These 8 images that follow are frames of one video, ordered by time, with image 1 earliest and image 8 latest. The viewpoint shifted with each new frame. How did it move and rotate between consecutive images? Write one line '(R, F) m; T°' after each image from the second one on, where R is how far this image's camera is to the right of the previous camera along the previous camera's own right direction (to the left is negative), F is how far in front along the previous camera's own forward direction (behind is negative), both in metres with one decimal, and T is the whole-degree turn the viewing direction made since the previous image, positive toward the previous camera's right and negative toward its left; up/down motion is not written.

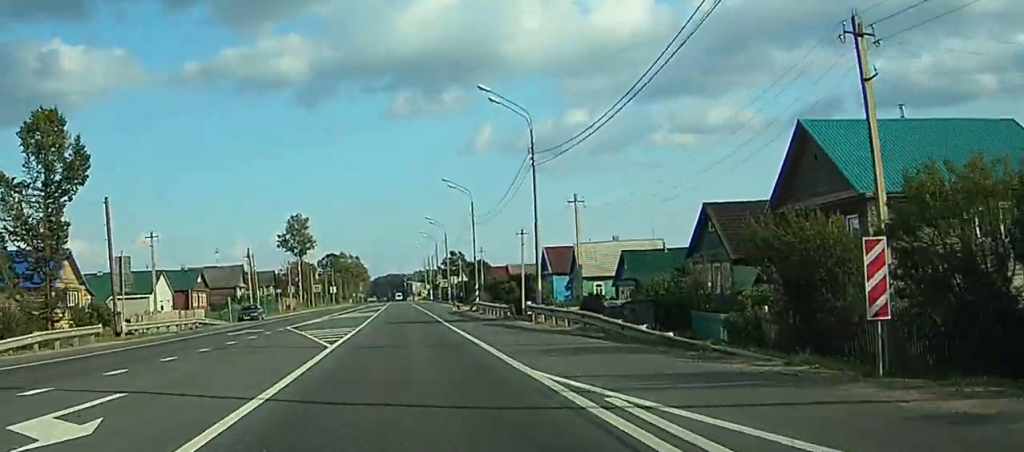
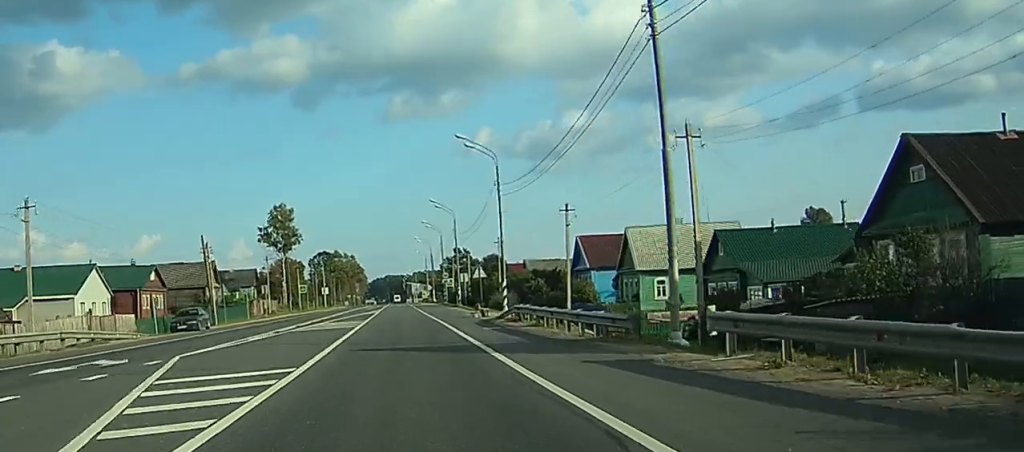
(0.0, +21.9) m; 0°
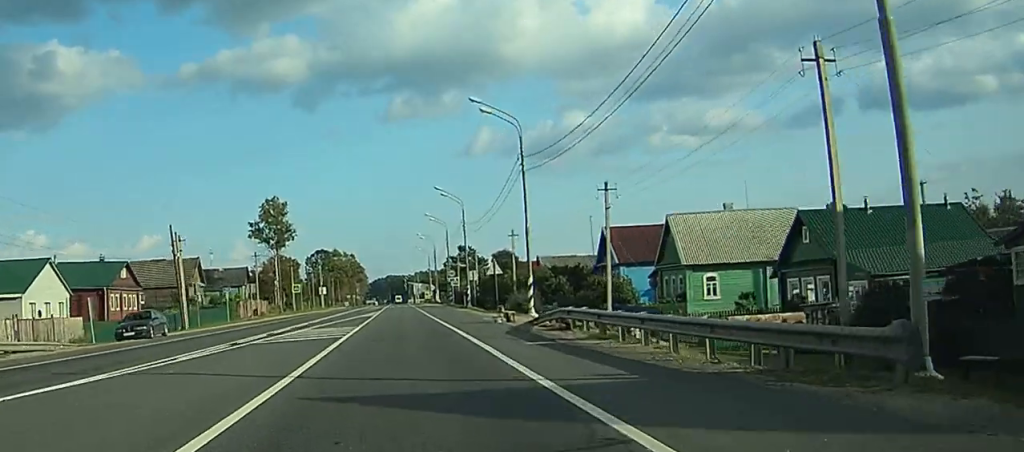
(0.0, +10.8) m; 0°
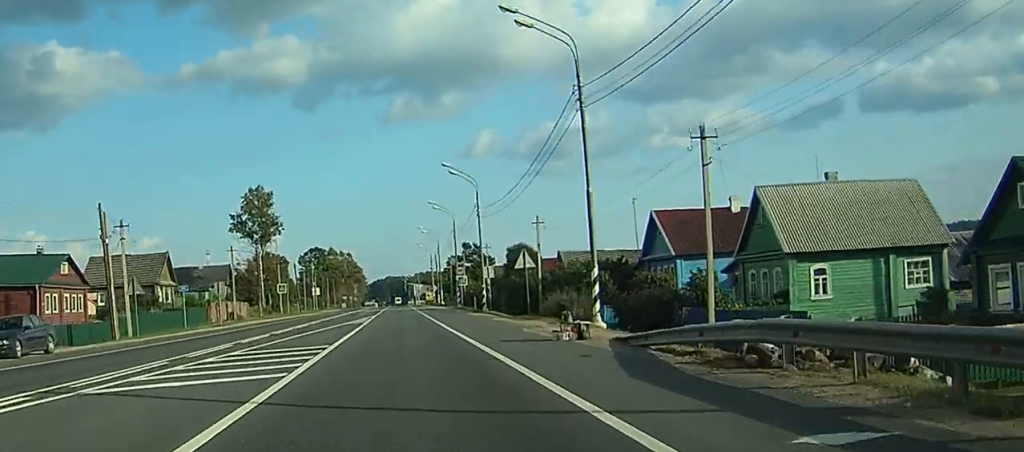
(0.0, +15.5) m; 0°
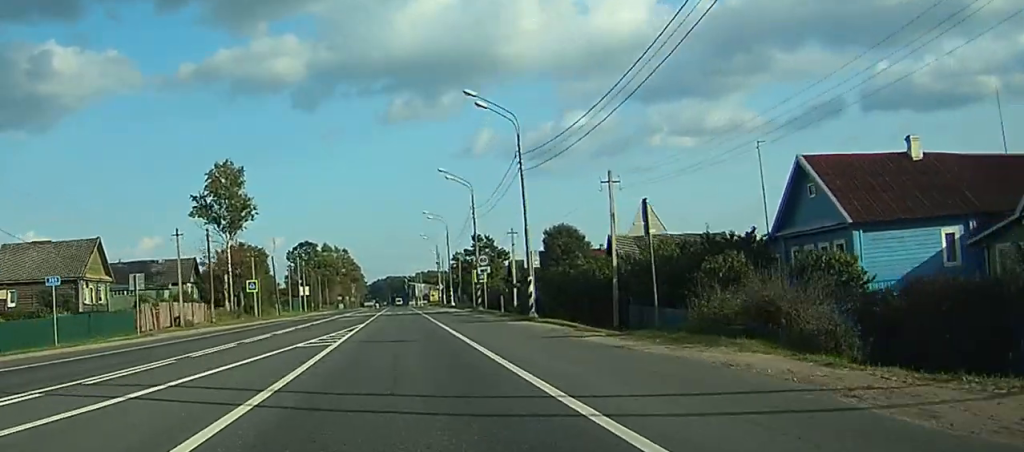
(-0.2, +24.0) m; -1°
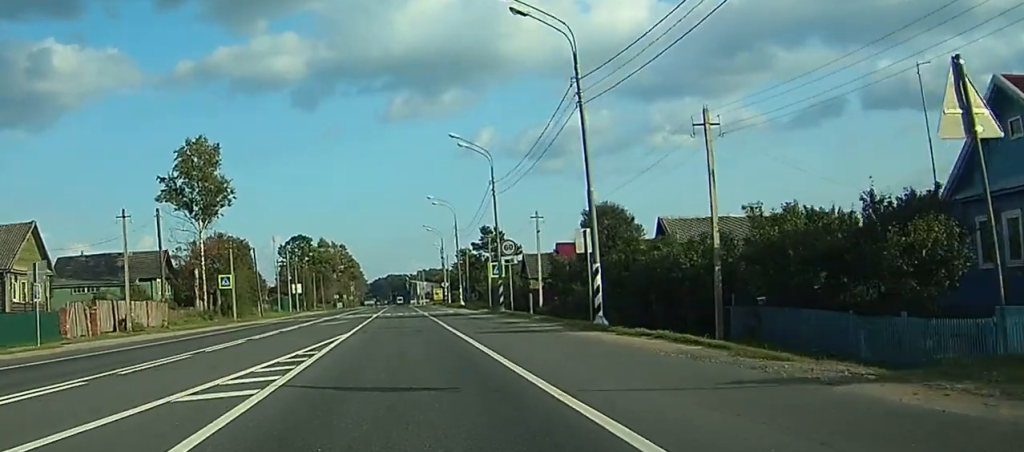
(-0.1, +14.3) m; 0°
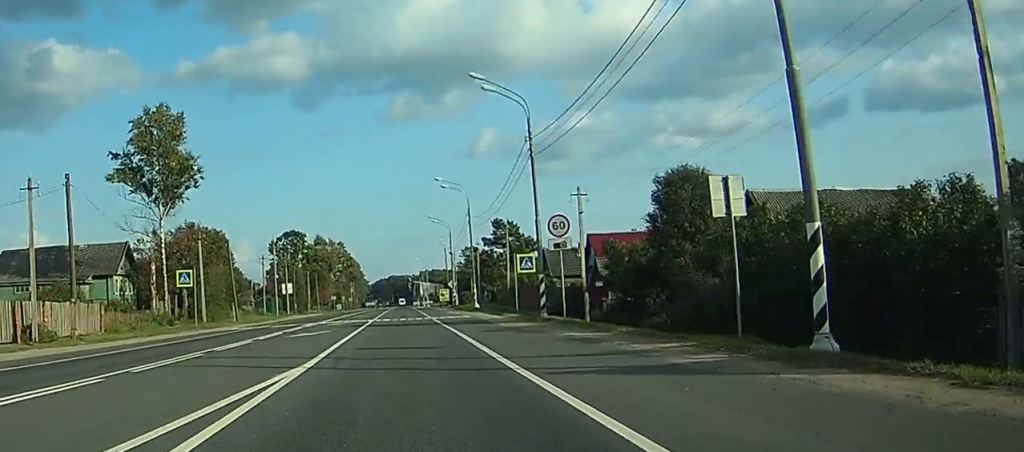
(0.0, +15.2) m; 0°
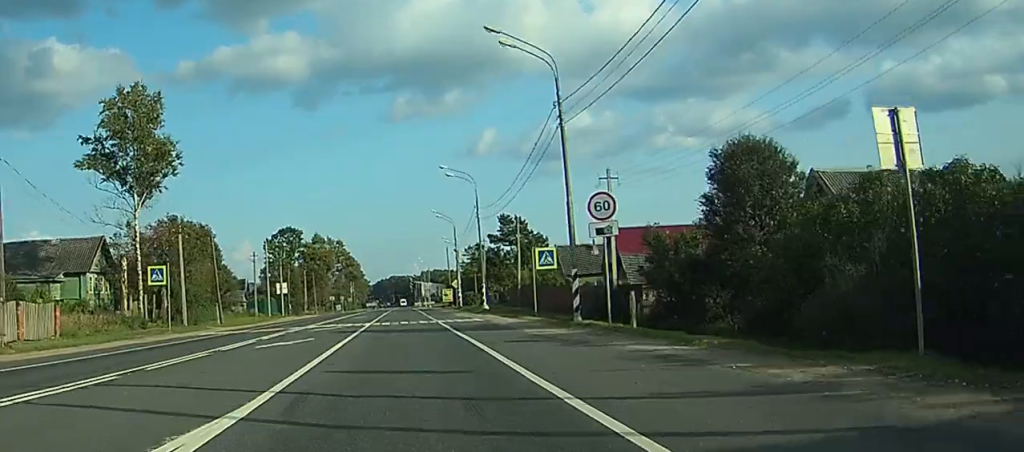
(0.0, +7.3) m; 0°
